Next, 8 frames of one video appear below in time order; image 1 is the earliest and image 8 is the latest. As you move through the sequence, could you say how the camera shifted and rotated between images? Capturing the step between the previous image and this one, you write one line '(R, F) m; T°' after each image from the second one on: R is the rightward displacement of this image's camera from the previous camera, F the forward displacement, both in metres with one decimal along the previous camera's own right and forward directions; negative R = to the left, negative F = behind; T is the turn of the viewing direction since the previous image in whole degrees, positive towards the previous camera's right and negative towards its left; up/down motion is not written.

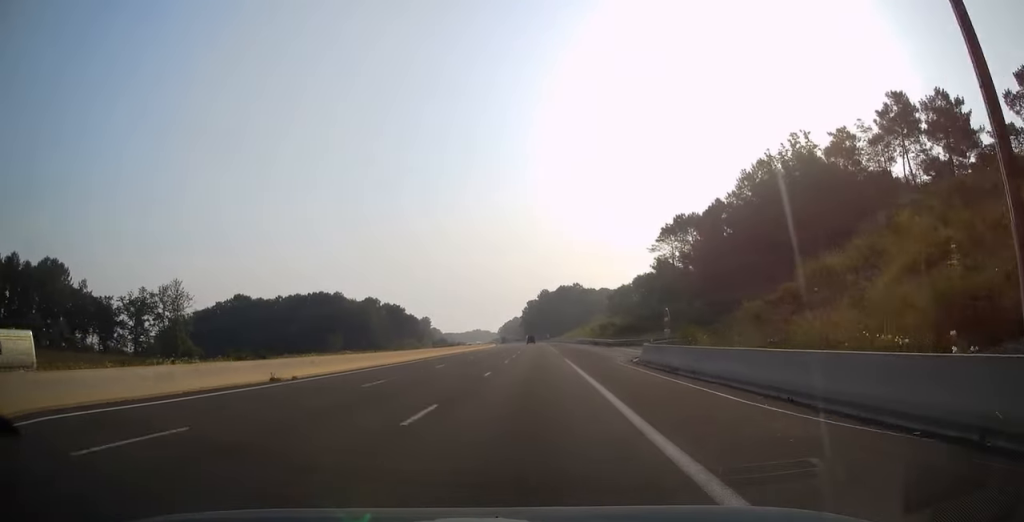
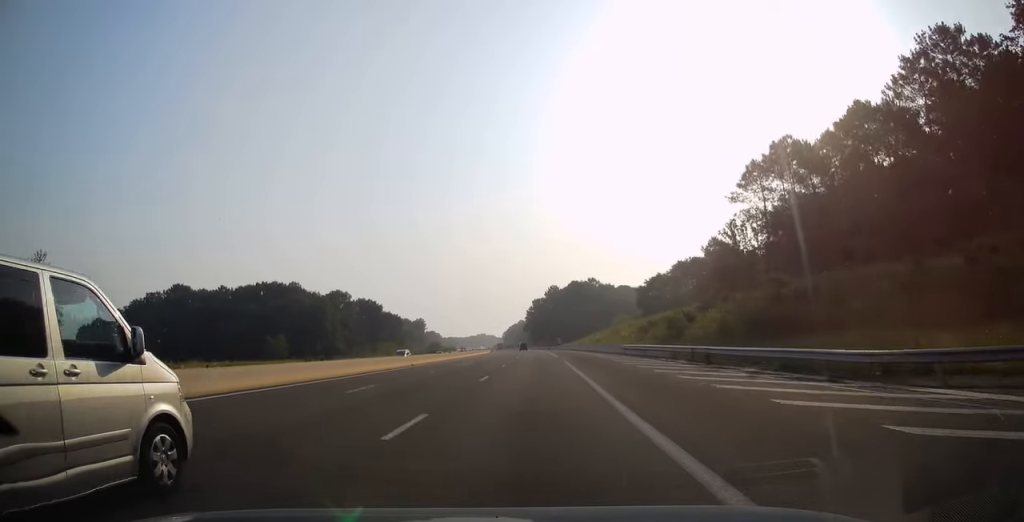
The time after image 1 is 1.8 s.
(-0.9, +53.6) m; -2°
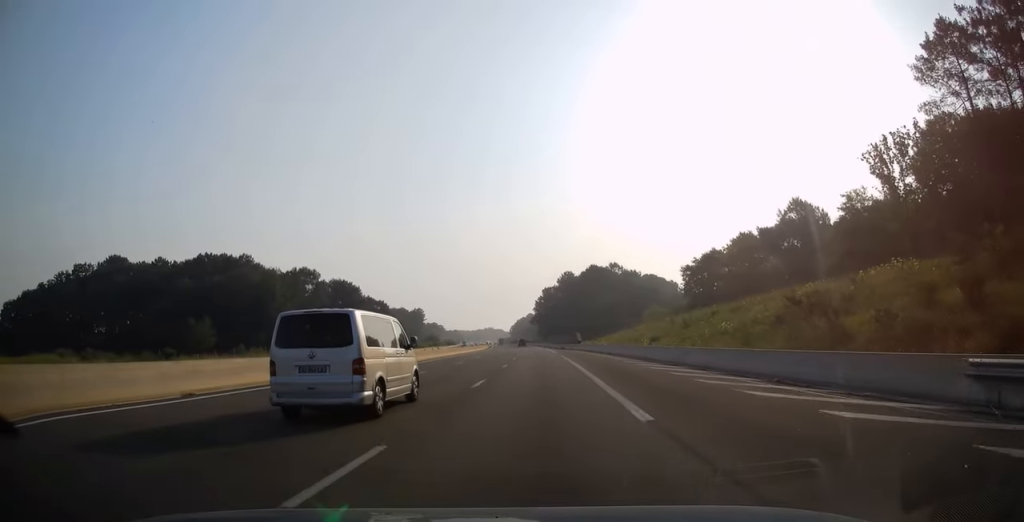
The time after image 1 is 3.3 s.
(-0.4, +43.0) m; -1°
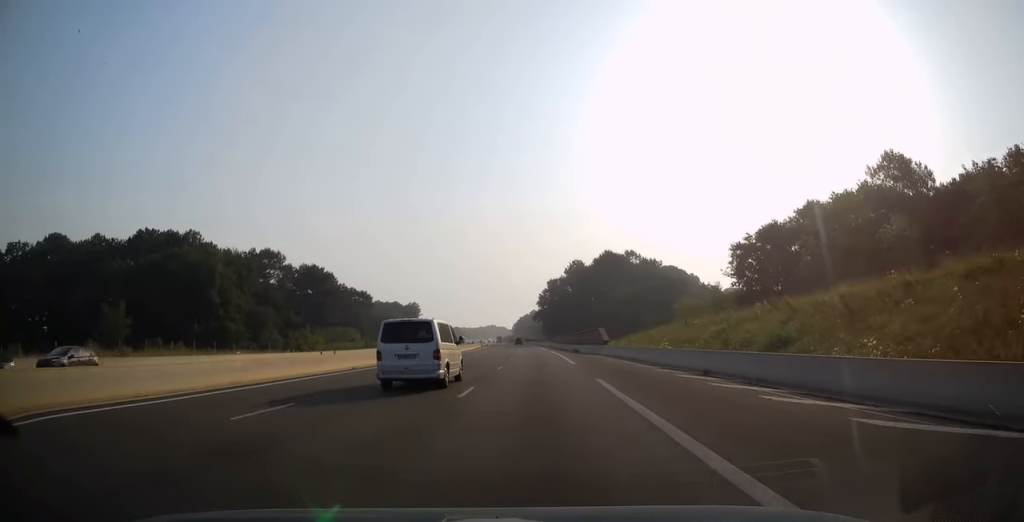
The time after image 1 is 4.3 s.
(-0.3, +29.9) m; -1°
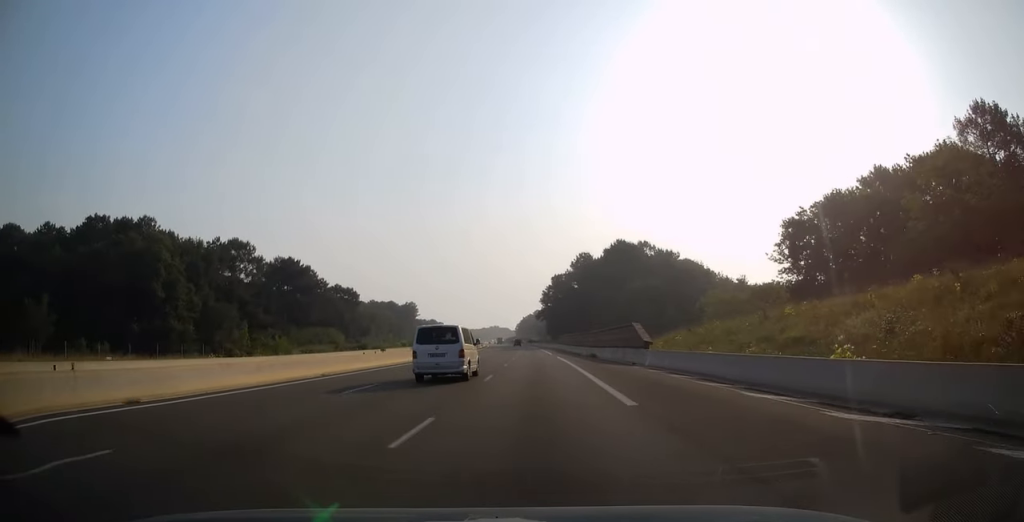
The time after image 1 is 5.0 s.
(0.0, +19.6) m; 0°
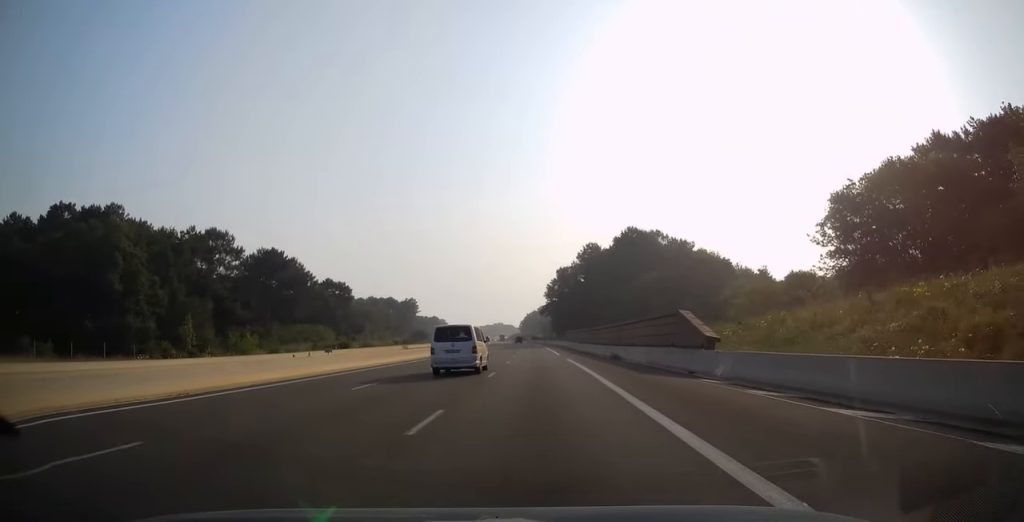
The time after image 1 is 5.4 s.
(0.0, +12.3) m; 0°
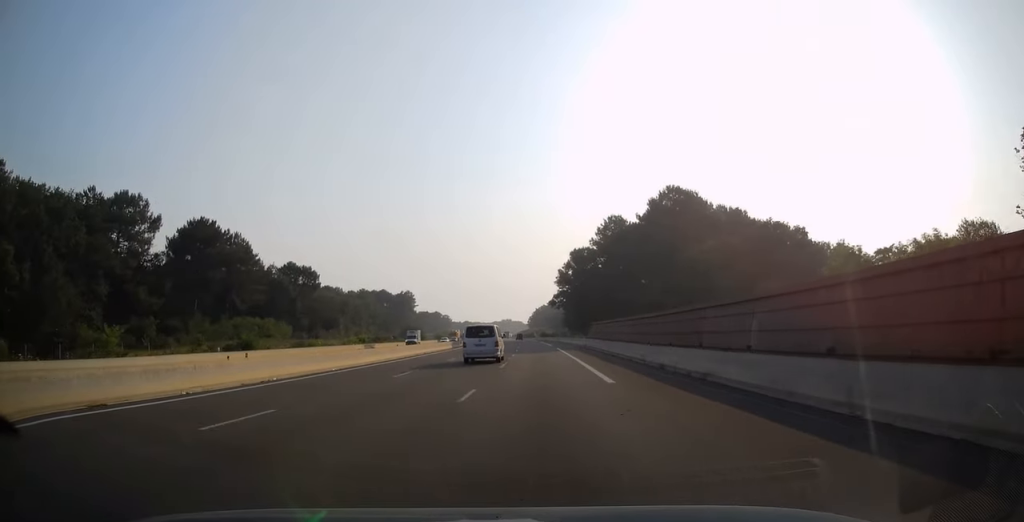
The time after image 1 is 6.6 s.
(-0.3, +35.0) m; -1°
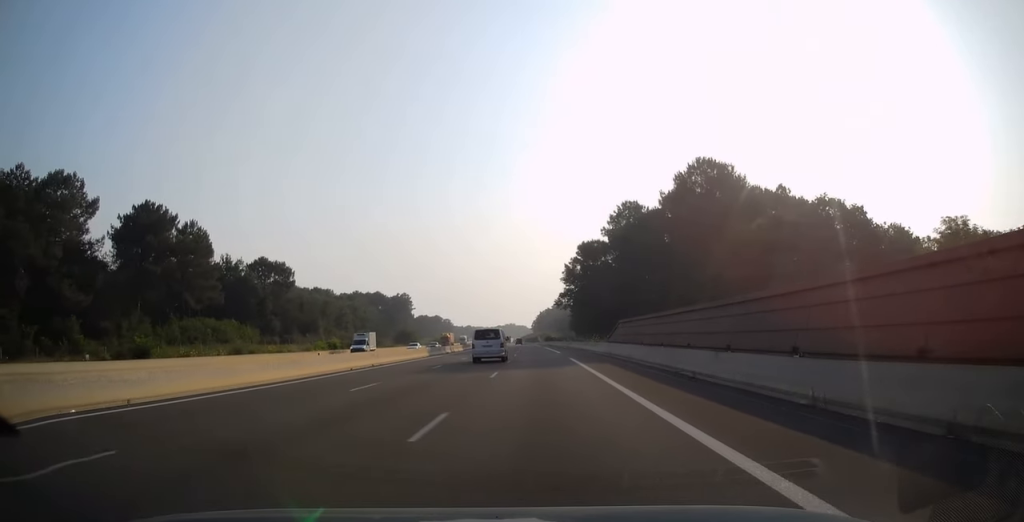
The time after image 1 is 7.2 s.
(-0.1, +18.2) m; 0°
